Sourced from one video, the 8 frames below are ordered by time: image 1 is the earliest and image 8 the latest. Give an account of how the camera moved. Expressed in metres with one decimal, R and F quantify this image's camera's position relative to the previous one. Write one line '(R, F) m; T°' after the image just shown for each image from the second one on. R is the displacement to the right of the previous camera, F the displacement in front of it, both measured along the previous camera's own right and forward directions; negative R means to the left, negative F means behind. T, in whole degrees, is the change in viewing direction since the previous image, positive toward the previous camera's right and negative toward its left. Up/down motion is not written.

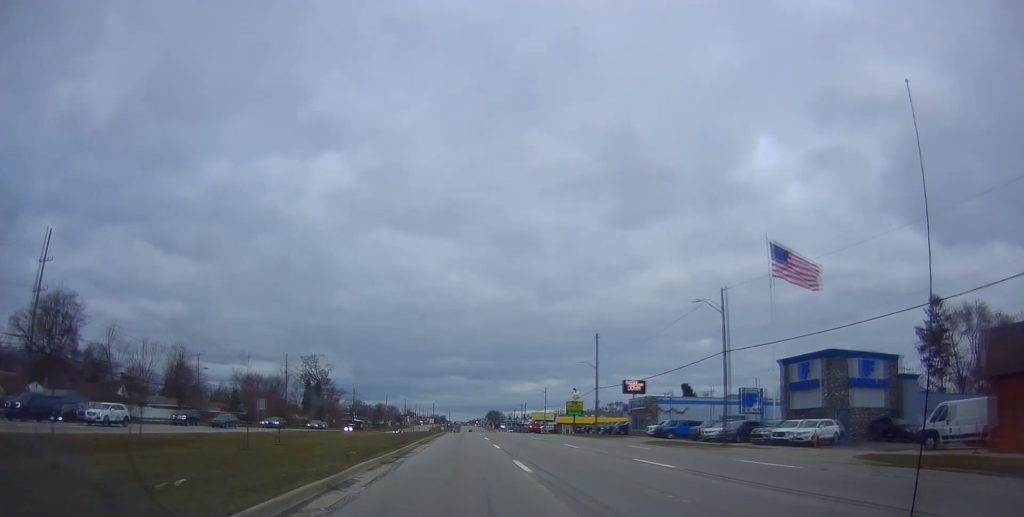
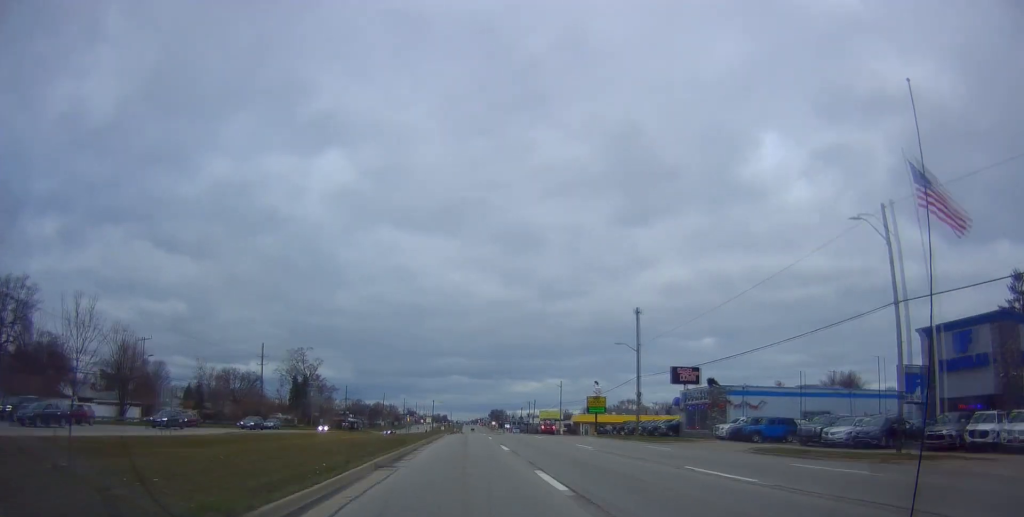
(+0.2, +18.2) m; -1°
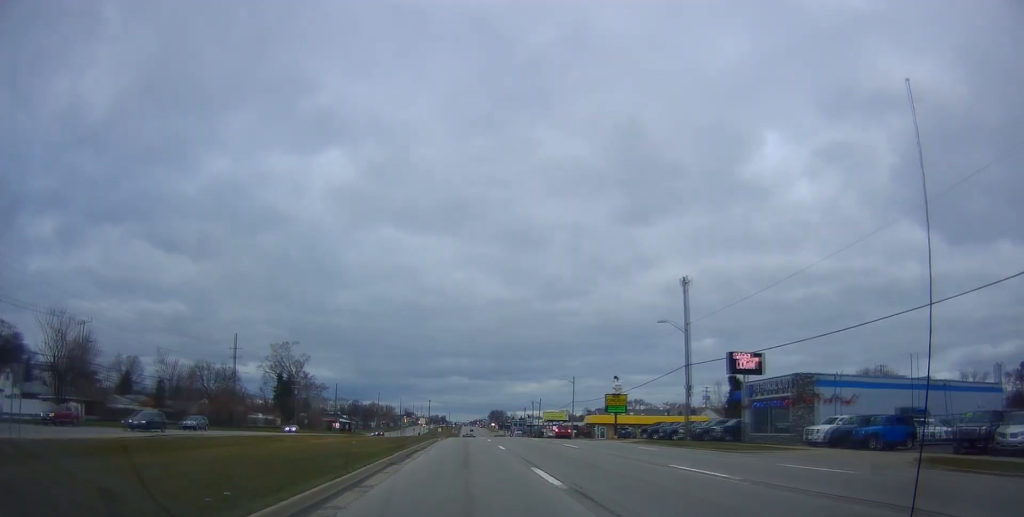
(-0.1, +14.2) m; -1°
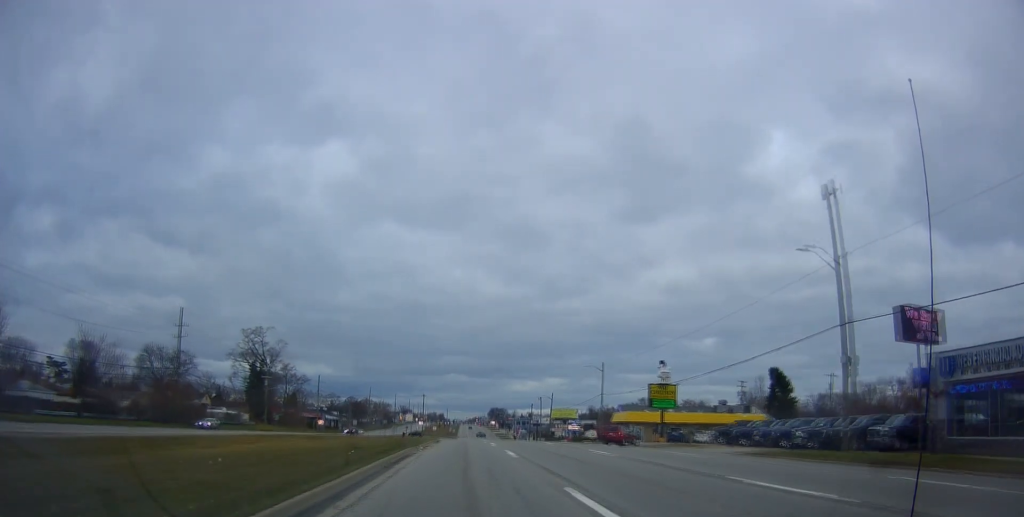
(-0.5, +21.7) m; 0°
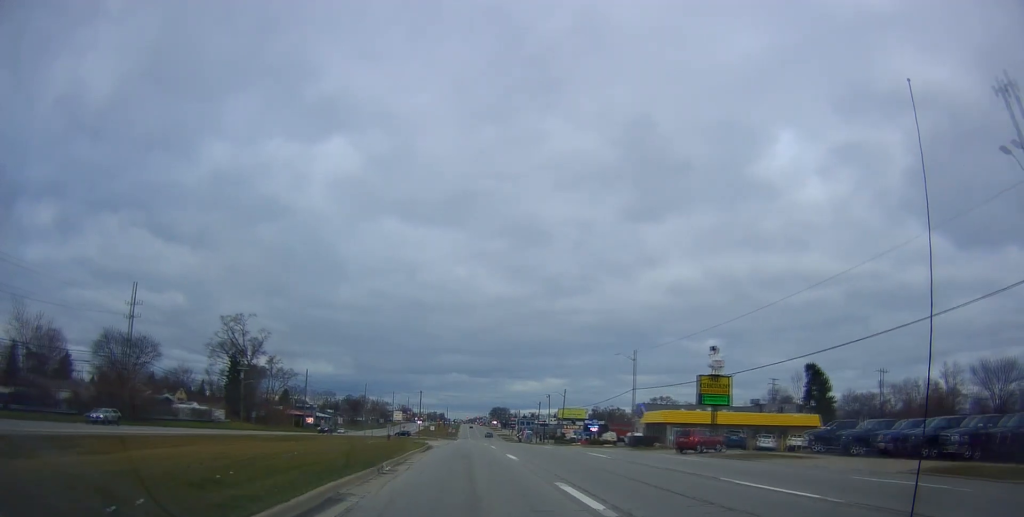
(0.0, +14.3) m; +1°
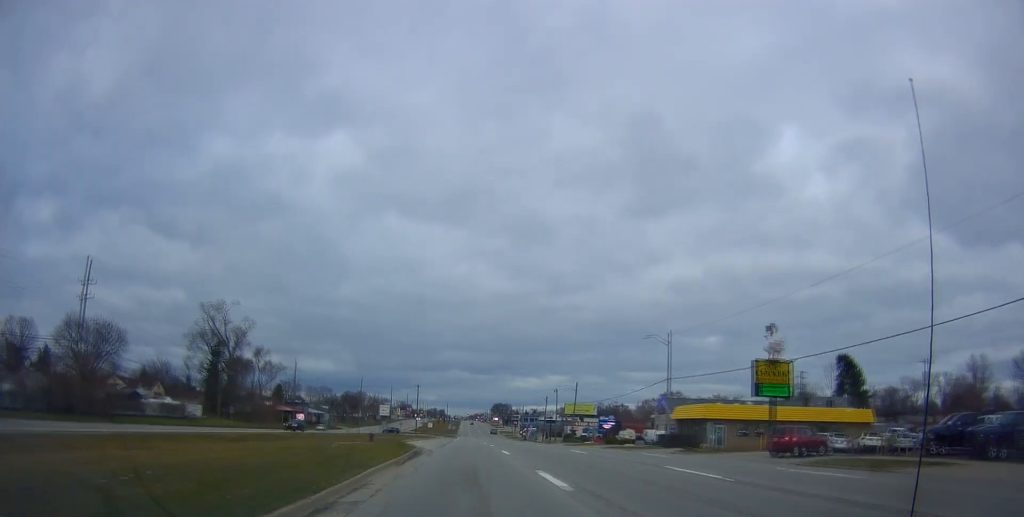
(+0.4, +10.9) m; +1°
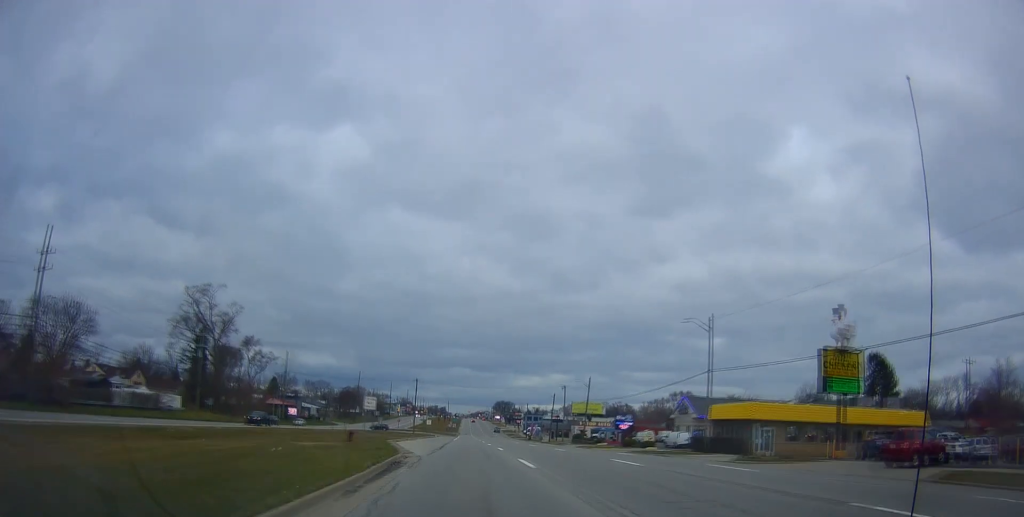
(+0.1, +8.9) m; 0°
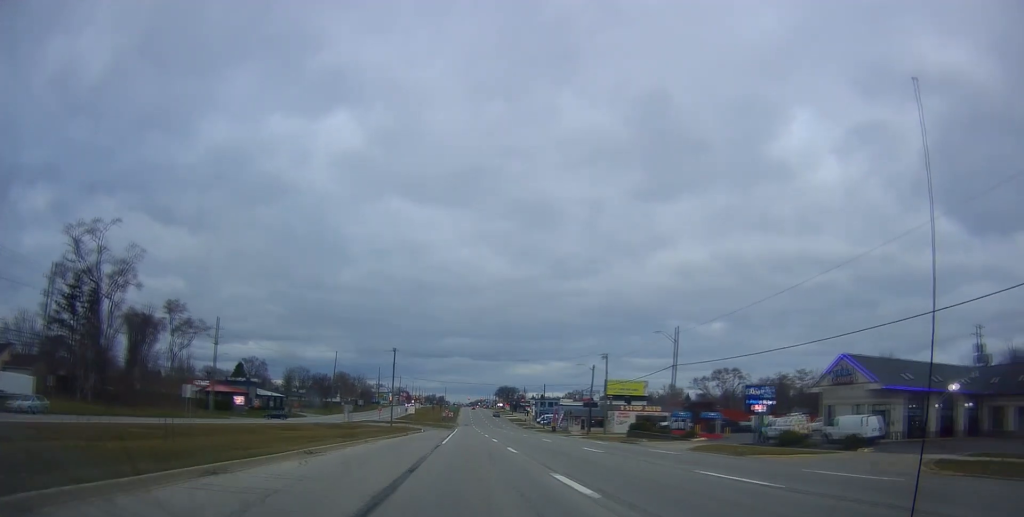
(-1.4, +38.8) m; -1°
